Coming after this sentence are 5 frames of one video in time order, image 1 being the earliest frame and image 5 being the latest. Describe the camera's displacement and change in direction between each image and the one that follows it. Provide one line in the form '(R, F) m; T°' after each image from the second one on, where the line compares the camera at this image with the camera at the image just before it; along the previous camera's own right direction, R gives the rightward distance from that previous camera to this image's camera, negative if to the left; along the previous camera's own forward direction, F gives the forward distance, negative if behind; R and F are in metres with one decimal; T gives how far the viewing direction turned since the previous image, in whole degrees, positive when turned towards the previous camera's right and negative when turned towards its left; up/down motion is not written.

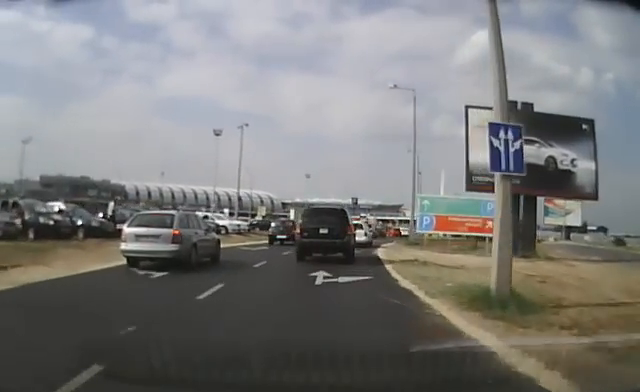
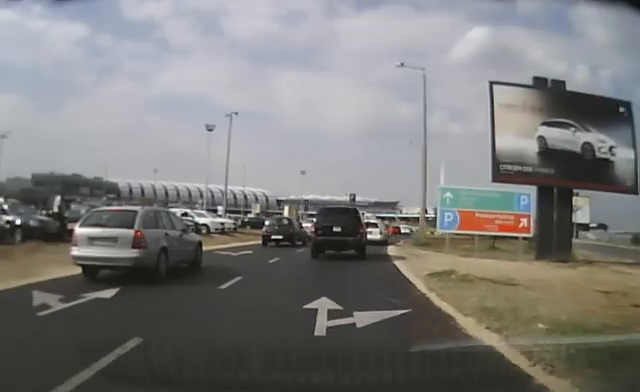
(0.0, +5.0) m; +1°
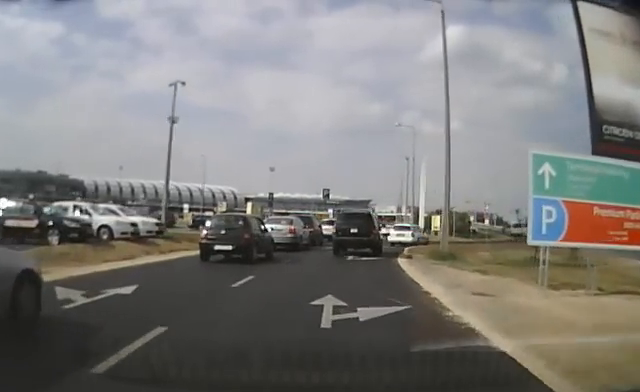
(+0.6, +11.0) m; +5°
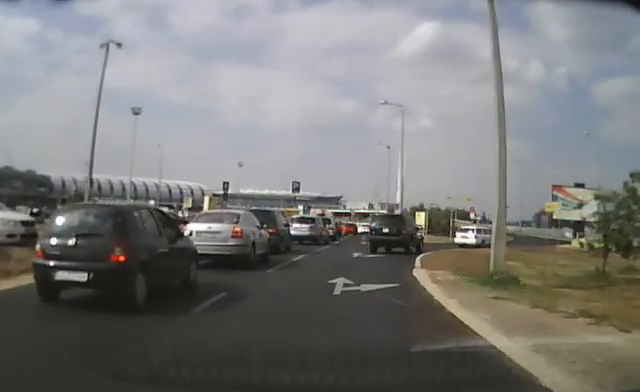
(-0.1, +9.1) m; 0°
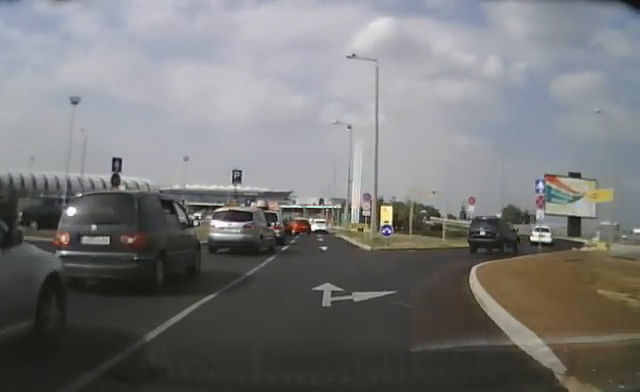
(+0.4, +11.3) m; +4°
